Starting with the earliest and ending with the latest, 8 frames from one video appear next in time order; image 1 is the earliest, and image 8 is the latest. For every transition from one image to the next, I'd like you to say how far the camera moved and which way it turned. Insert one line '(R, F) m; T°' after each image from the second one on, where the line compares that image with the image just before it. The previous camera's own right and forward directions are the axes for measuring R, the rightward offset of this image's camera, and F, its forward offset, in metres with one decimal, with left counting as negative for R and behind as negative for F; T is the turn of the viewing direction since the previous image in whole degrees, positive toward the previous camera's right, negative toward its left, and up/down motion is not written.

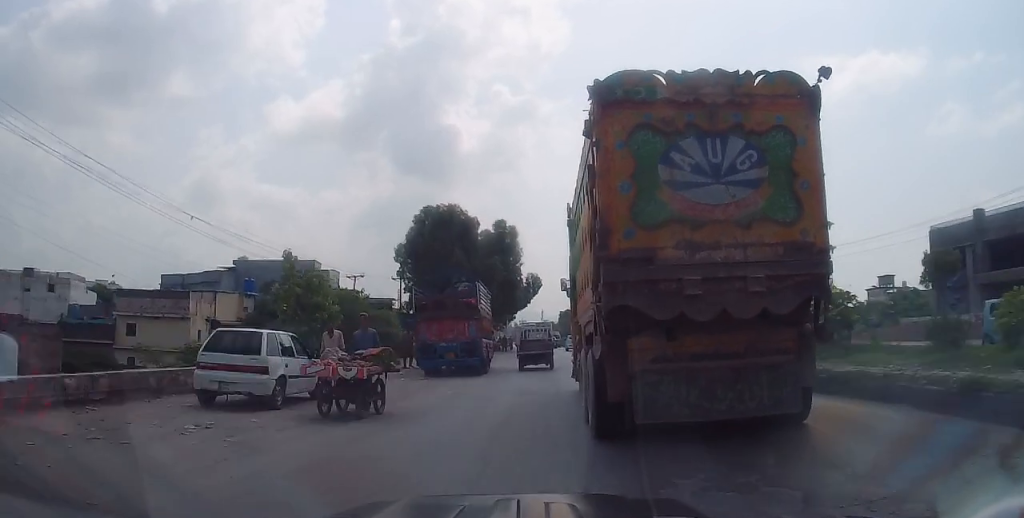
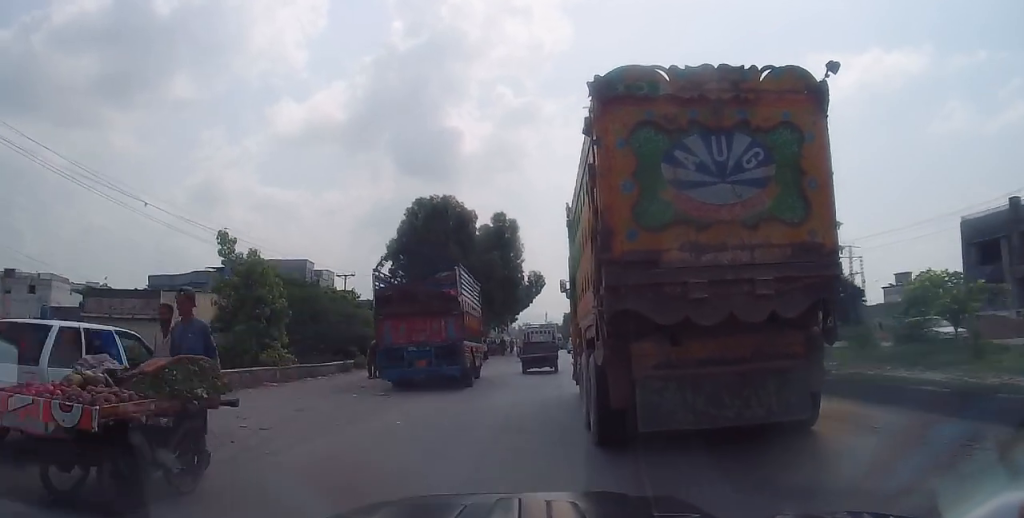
(-0.3, +5.3) m; 0°
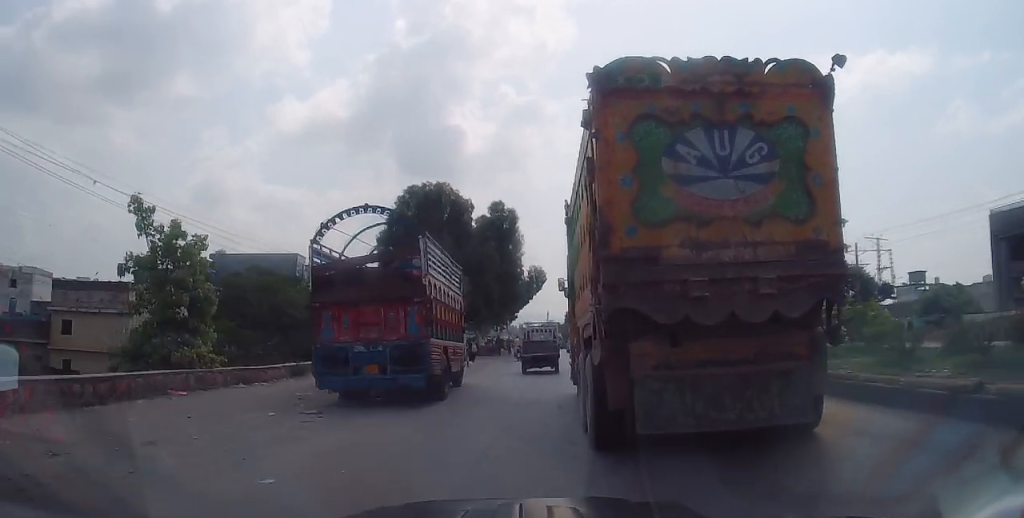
(+0.3, +4.6) m; +3°
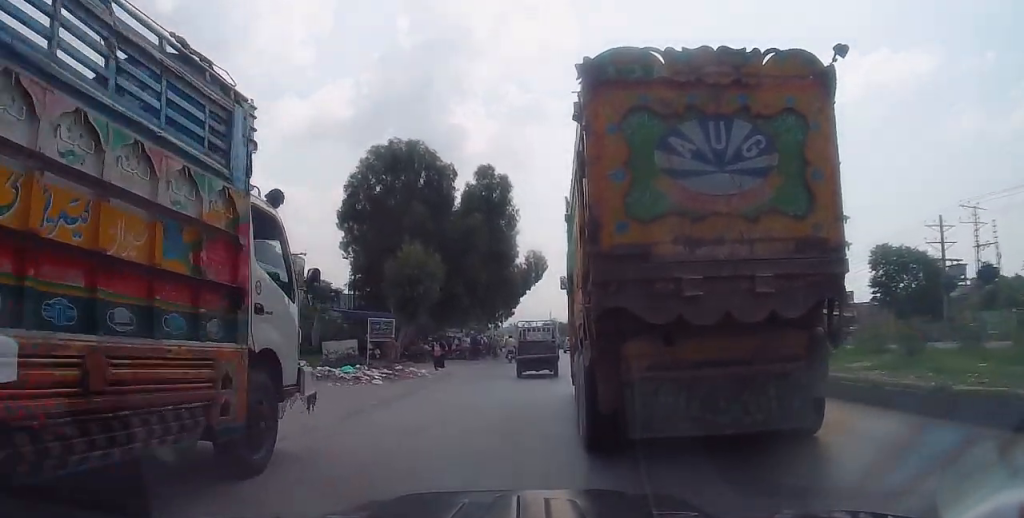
(+0.1, +12.3) m; -2°
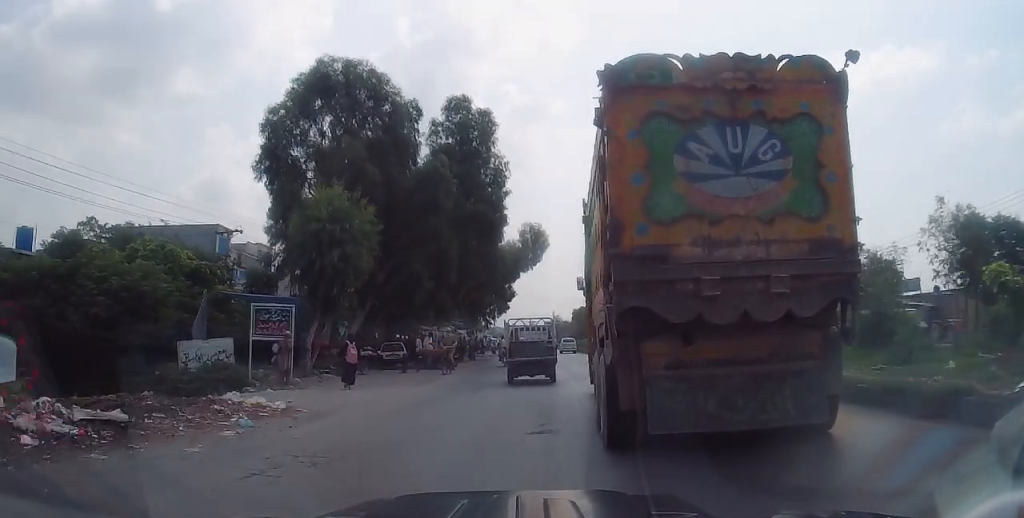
(+0.1, +13.6) m; 0°
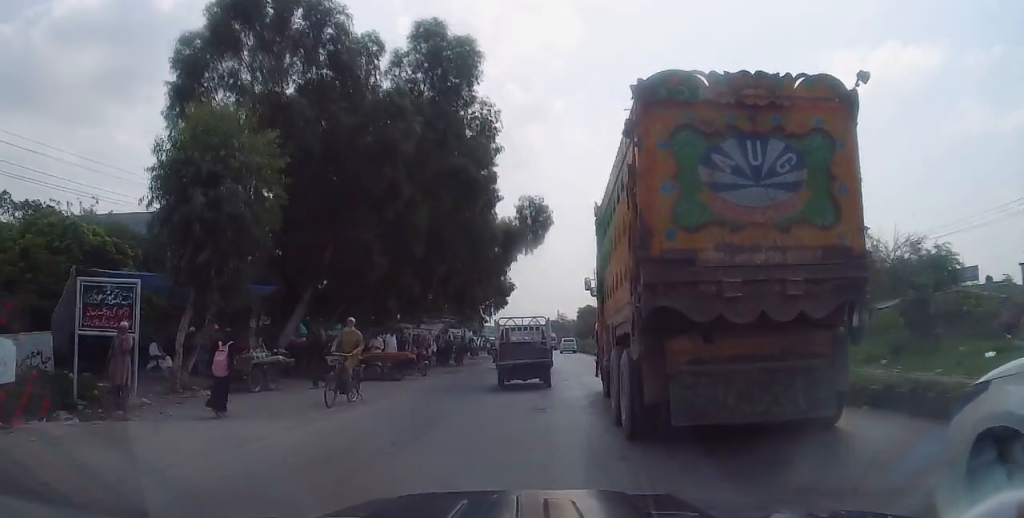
(-0.6, +8.6) m; -4°
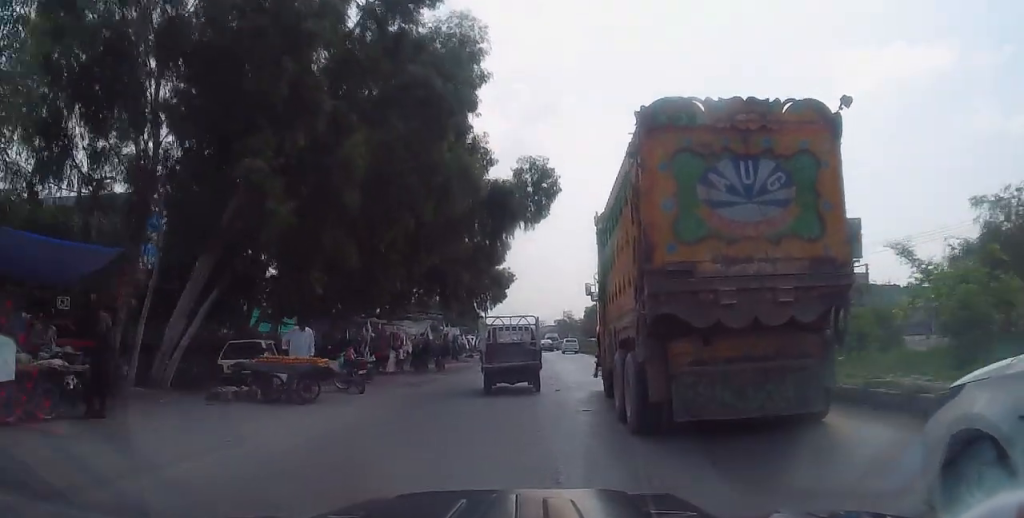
(0.0, +8.3) m; +1°
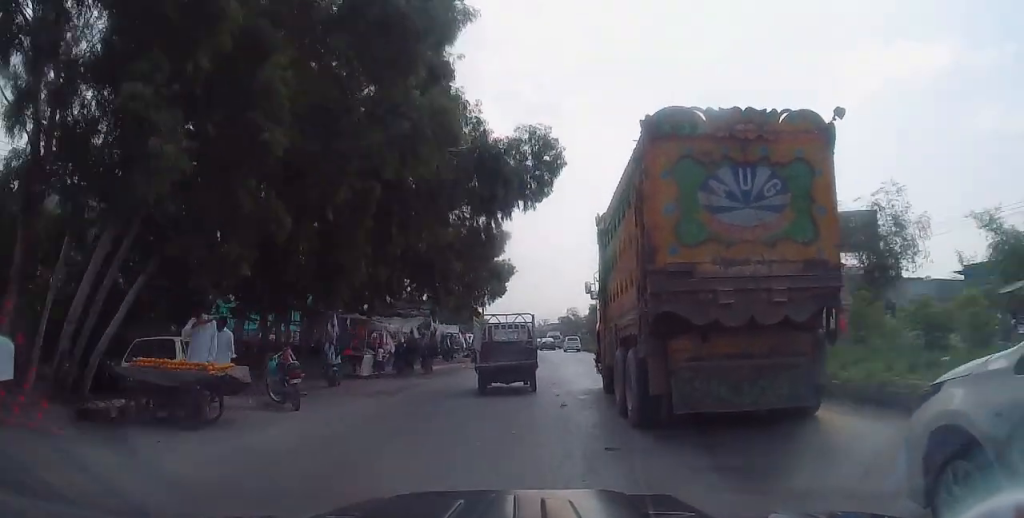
(0.0, +4.2) m; +1°
